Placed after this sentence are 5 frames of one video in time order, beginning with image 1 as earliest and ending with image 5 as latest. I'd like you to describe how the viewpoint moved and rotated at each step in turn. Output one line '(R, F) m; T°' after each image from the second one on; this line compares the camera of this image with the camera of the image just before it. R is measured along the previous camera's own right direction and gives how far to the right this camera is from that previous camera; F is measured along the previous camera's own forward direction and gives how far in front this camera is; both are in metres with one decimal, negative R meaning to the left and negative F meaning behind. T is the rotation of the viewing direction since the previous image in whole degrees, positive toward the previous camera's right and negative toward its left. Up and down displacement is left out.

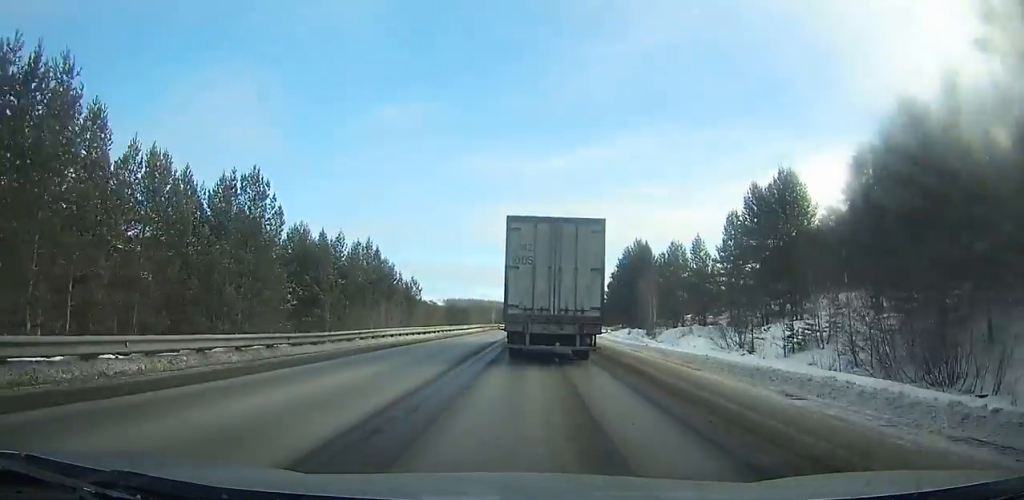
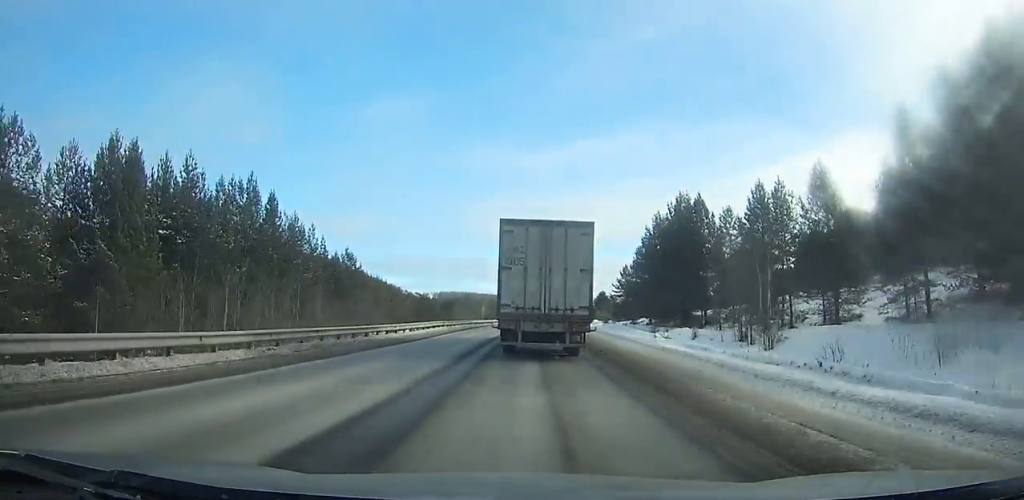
(0.0, +28.8) m; 0°
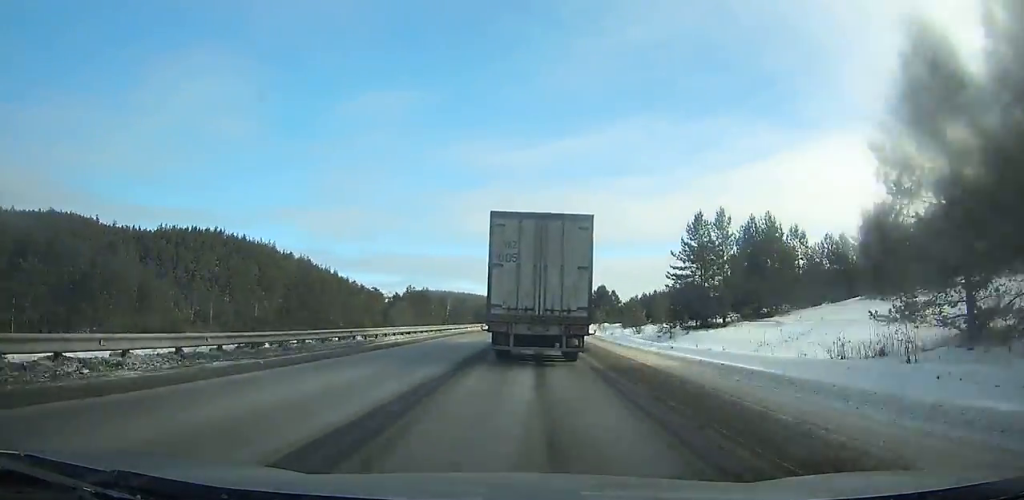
(+0.8, +58.5) m; +3°
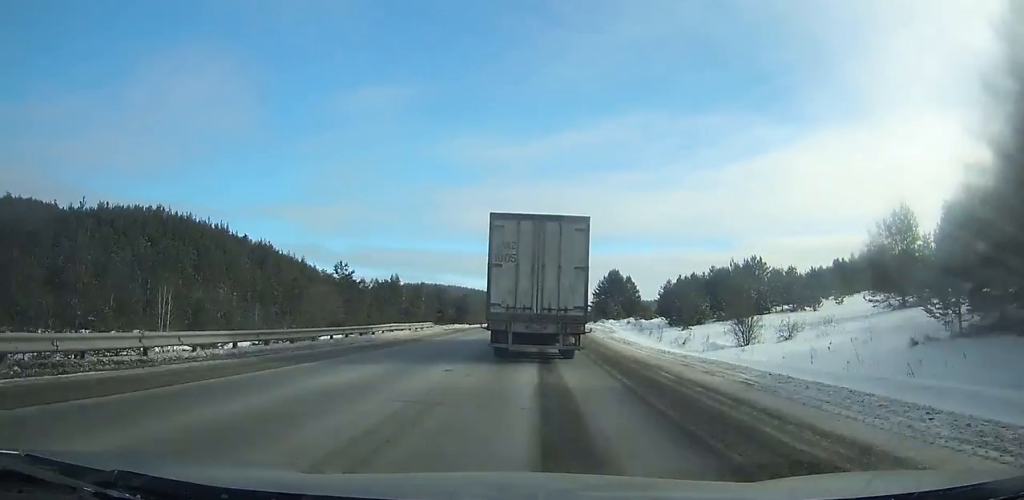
(+1.2, +42.5) m; +2°
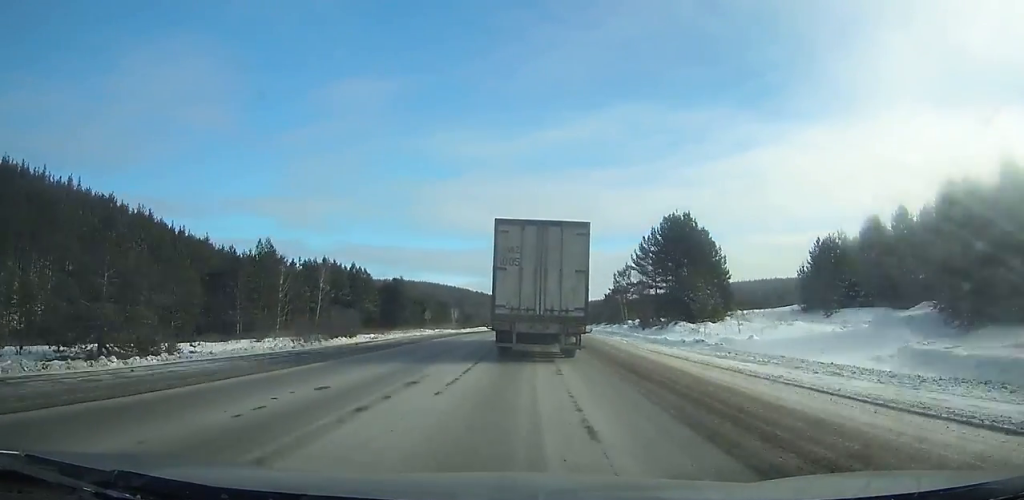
(+0.8, +80.1) m; +1°
